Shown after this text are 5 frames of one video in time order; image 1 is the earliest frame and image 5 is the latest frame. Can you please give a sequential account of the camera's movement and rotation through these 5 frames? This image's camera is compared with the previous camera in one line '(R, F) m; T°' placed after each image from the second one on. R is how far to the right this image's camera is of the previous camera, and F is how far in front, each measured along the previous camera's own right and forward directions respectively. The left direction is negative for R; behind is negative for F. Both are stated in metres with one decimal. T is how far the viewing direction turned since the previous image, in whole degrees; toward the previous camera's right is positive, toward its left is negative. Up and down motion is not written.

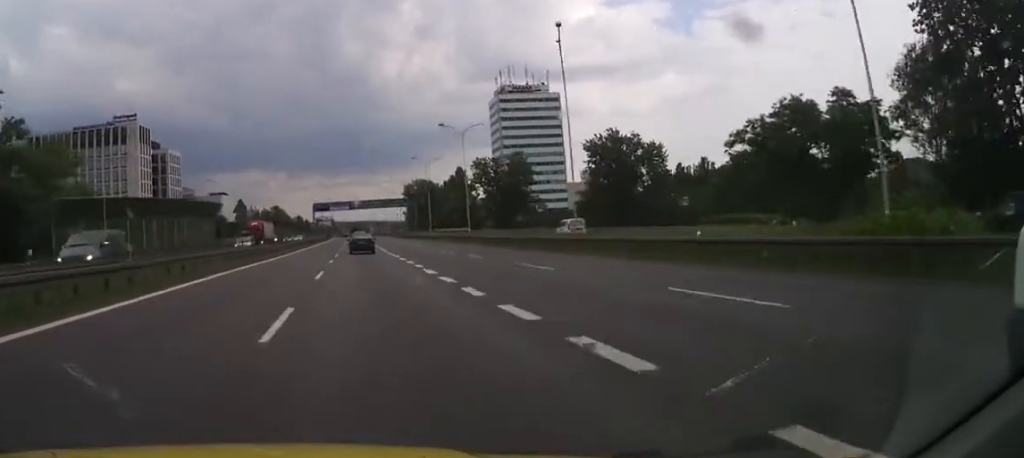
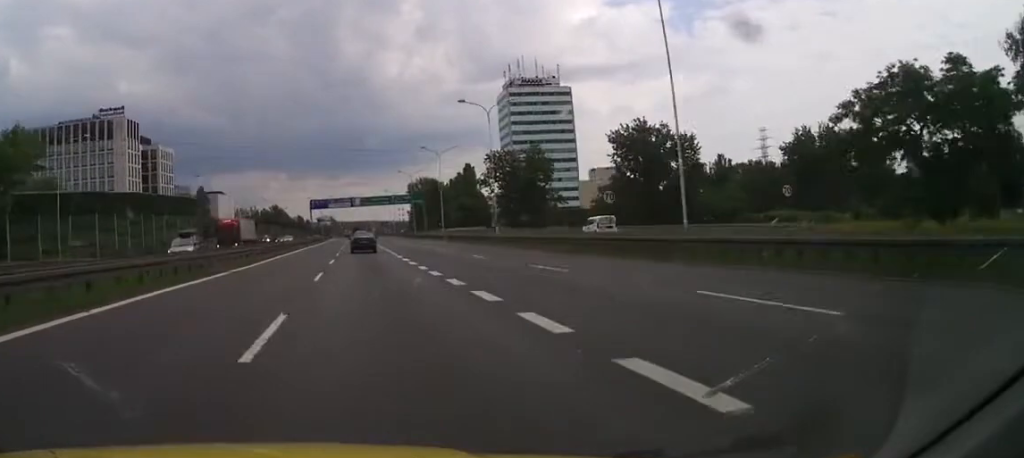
(-0.2, +13.3) m; 0°
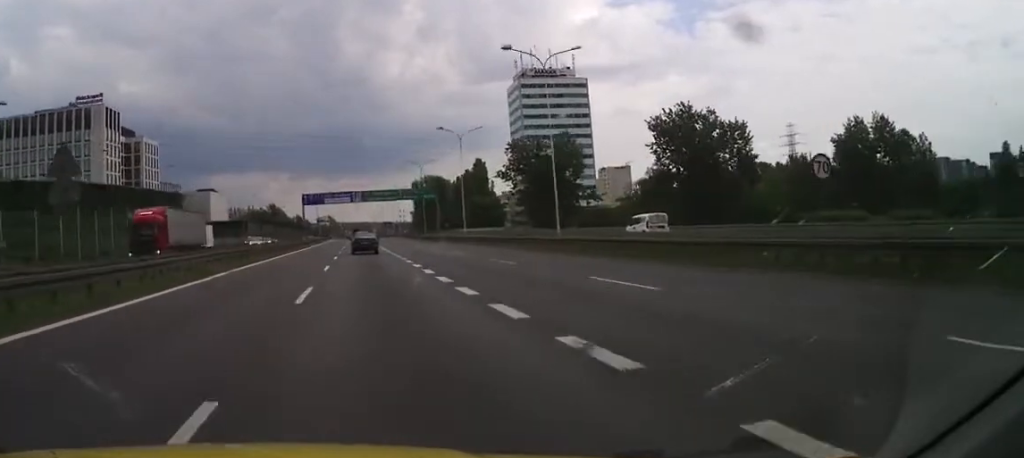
(+0.2, +18.1) m; 0°
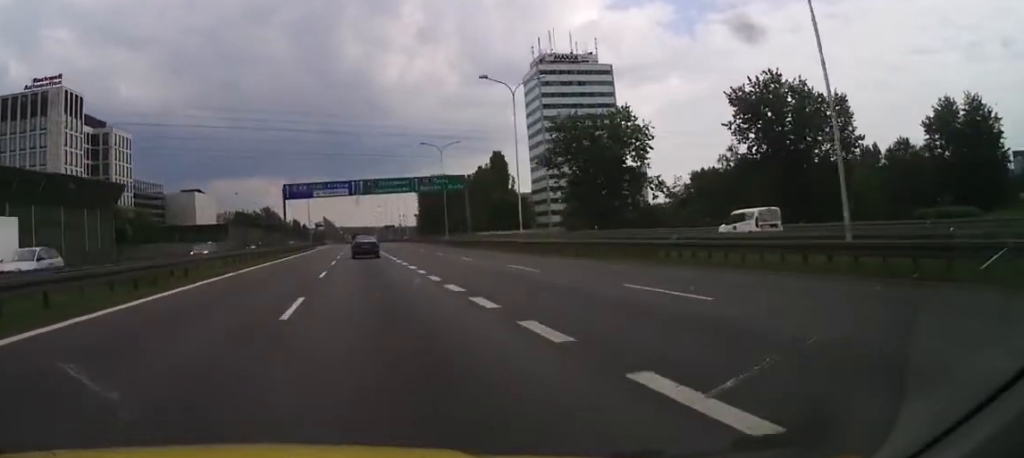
(+0.1, +26.6) m; 0°
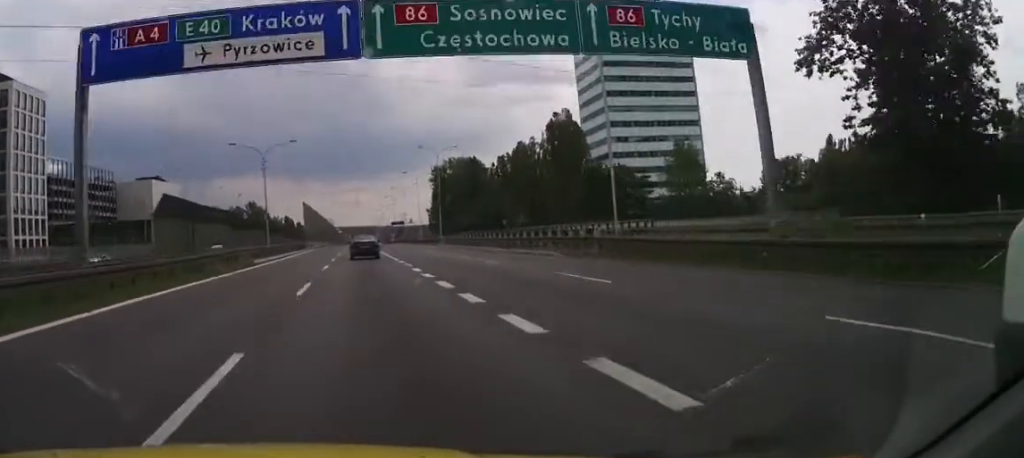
(+0.2, +56.9) m; +1°
